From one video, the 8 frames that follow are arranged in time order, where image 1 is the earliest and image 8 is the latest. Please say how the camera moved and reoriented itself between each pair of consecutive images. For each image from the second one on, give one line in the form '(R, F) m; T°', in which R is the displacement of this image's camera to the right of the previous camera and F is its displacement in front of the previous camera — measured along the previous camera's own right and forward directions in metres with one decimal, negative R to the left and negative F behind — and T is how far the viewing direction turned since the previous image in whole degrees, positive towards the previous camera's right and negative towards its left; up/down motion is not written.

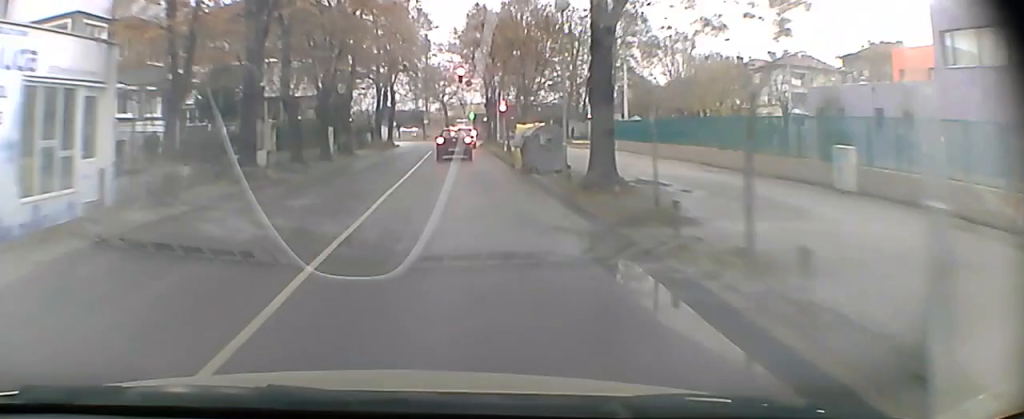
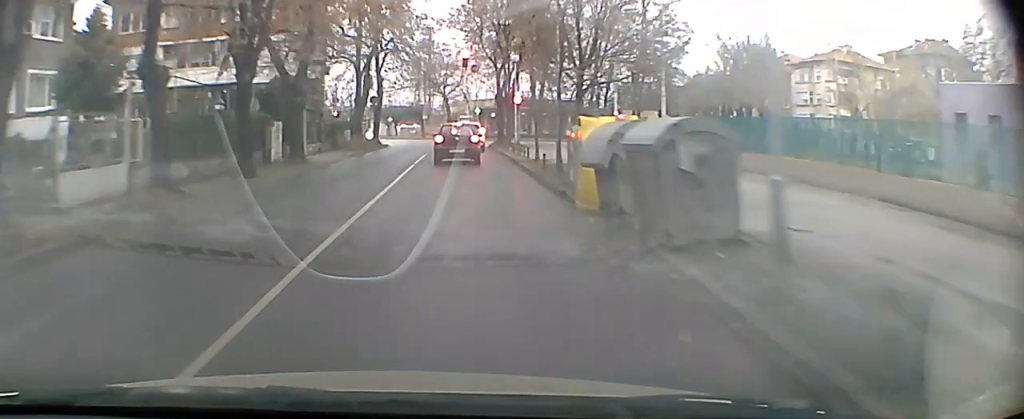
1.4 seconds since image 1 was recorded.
(0.0, +12.3) m; 0°
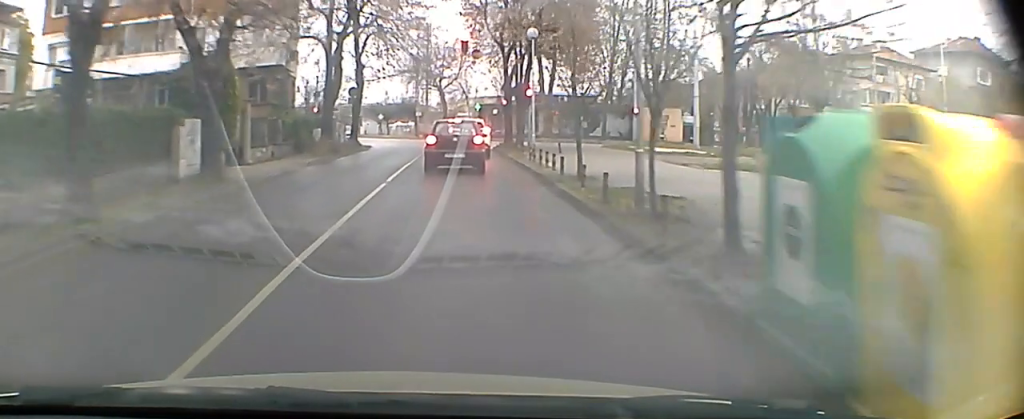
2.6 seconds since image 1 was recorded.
(+0.1, +9.0) m; +1°
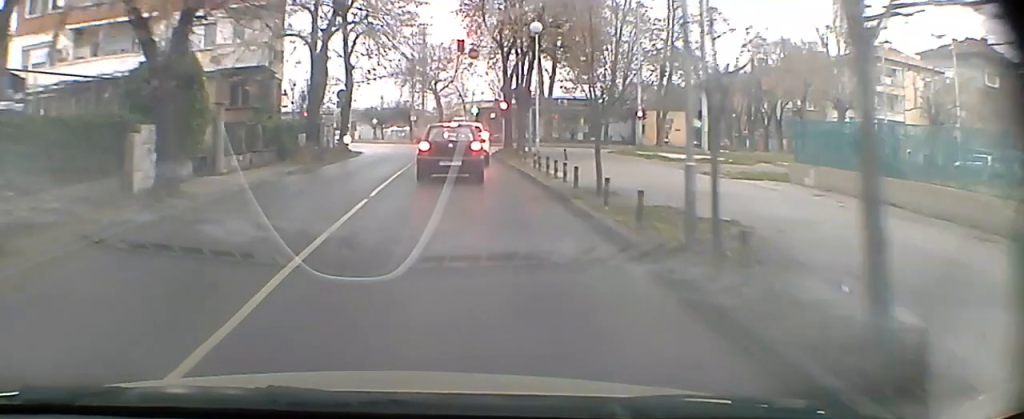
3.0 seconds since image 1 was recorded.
(0.0, +2.8) m; 0°
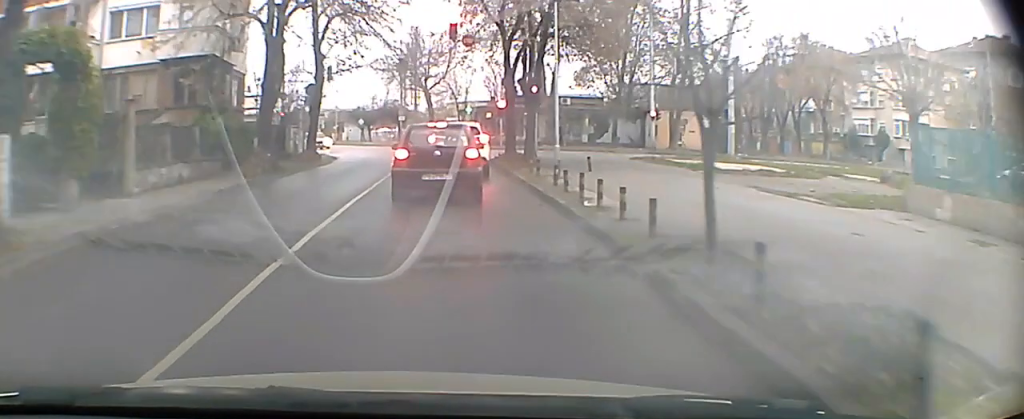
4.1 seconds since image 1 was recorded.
(0.0, +6.4) m; 0°
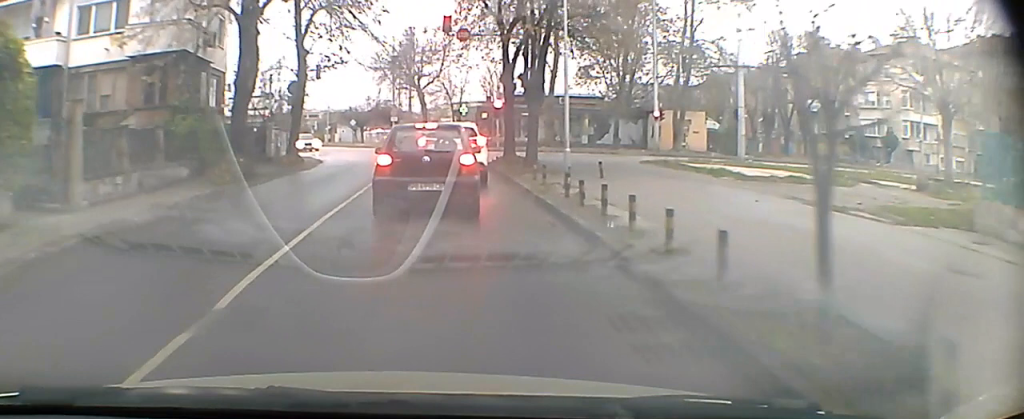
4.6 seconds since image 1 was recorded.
(0.0, +2.2) m; 0°
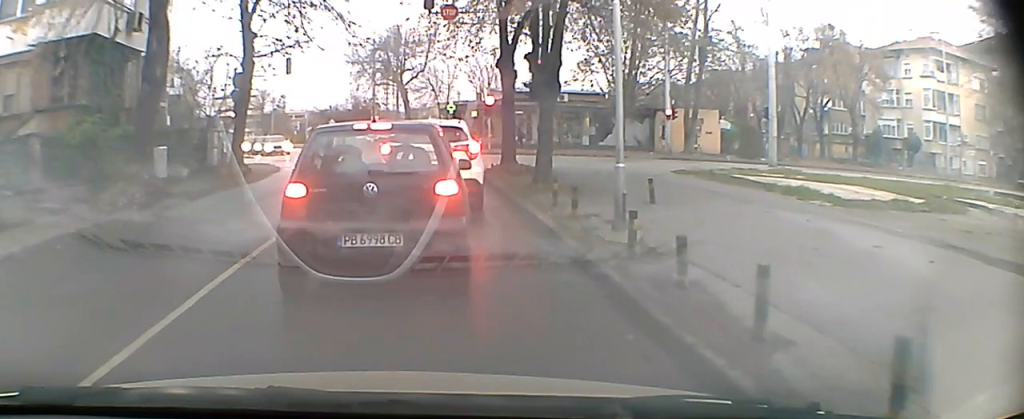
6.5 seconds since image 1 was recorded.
(-0.1, +5.6) m; -4°
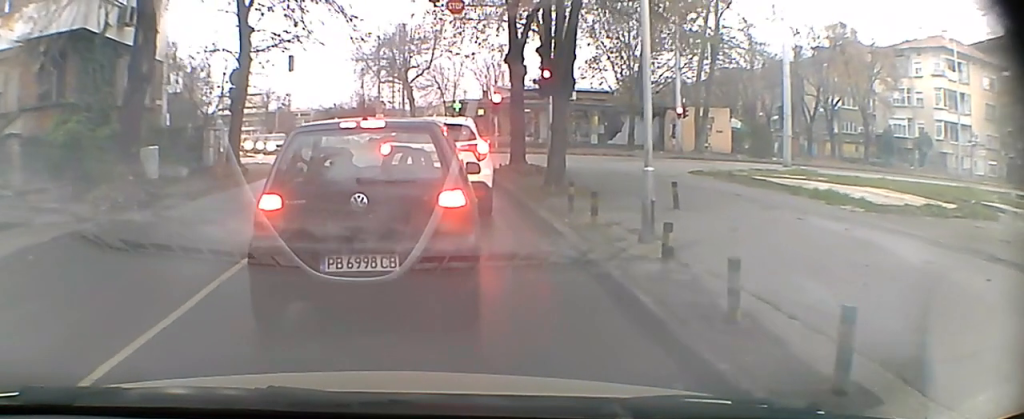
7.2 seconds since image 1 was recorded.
(-0.1, +0.6) m; 0°
